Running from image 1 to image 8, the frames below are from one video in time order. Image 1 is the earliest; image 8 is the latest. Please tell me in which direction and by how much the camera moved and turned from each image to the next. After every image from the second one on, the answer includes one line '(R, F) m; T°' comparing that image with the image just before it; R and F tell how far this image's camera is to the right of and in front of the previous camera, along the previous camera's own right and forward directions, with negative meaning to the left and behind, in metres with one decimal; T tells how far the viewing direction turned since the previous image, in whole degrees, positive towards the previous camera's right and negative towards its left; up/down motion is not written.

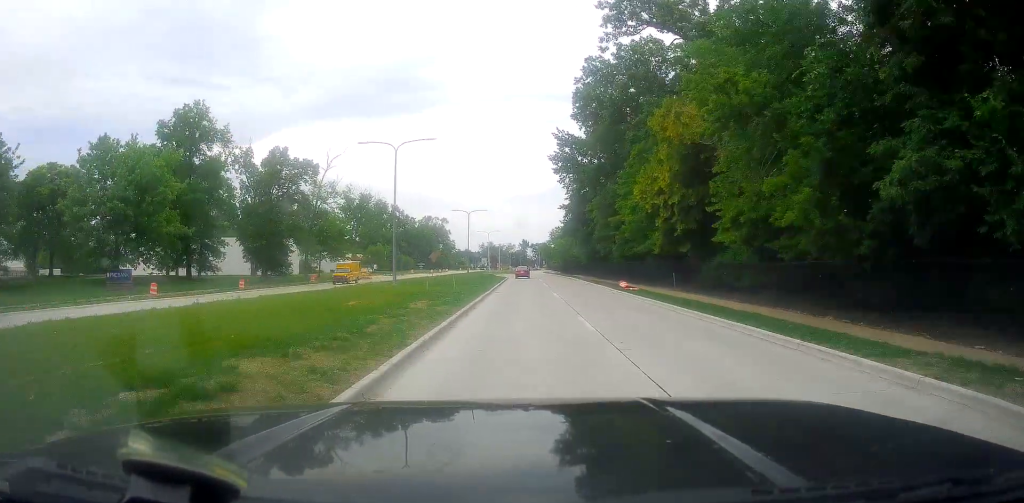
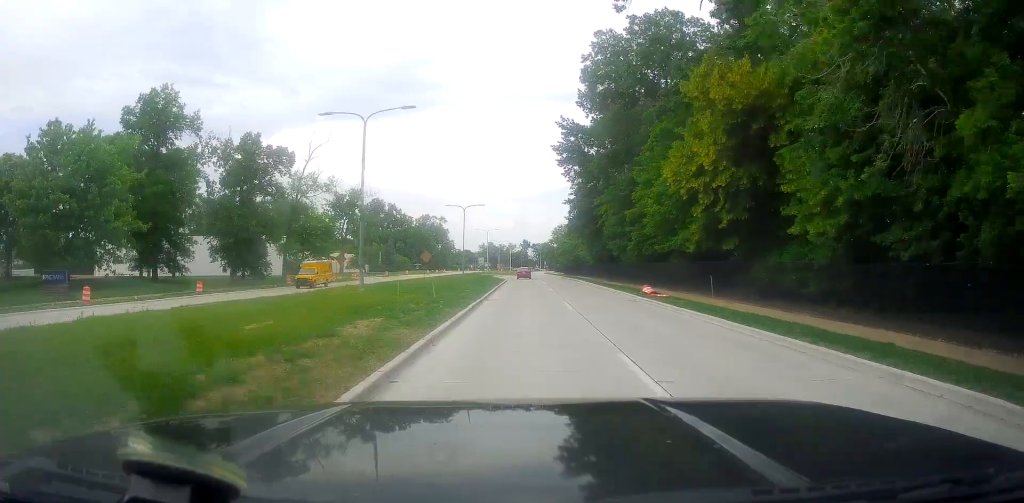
(+0.2, +7.1) m; +1°
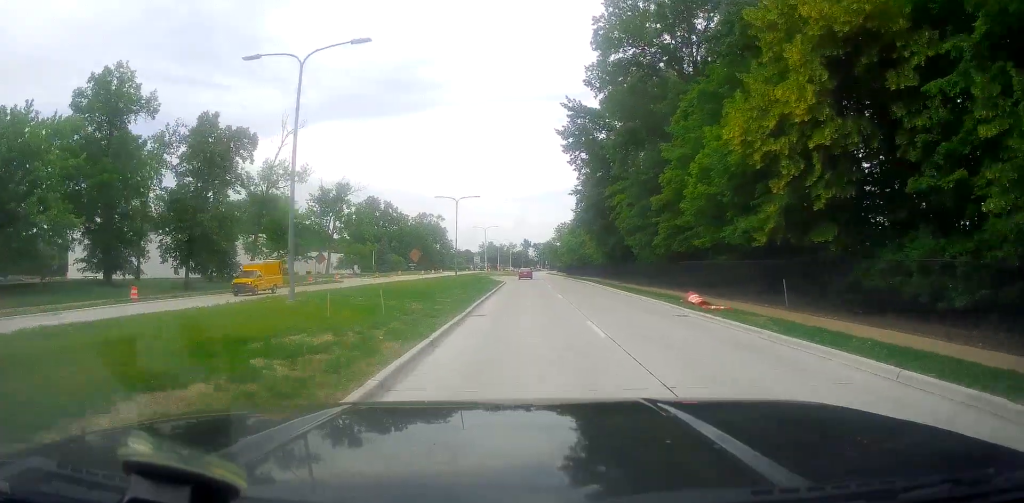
(-0.1, +8.7) m; -1°
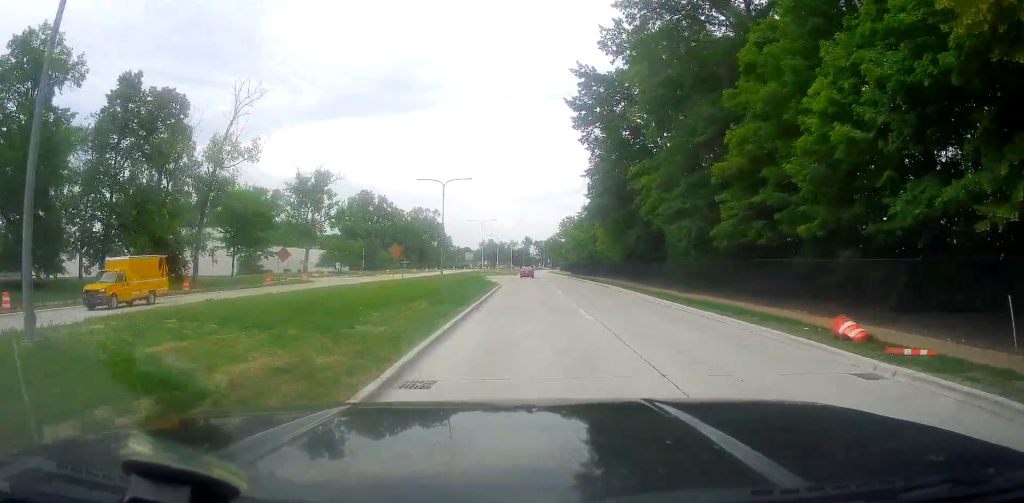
(-0.1, +11.5) m; -1°
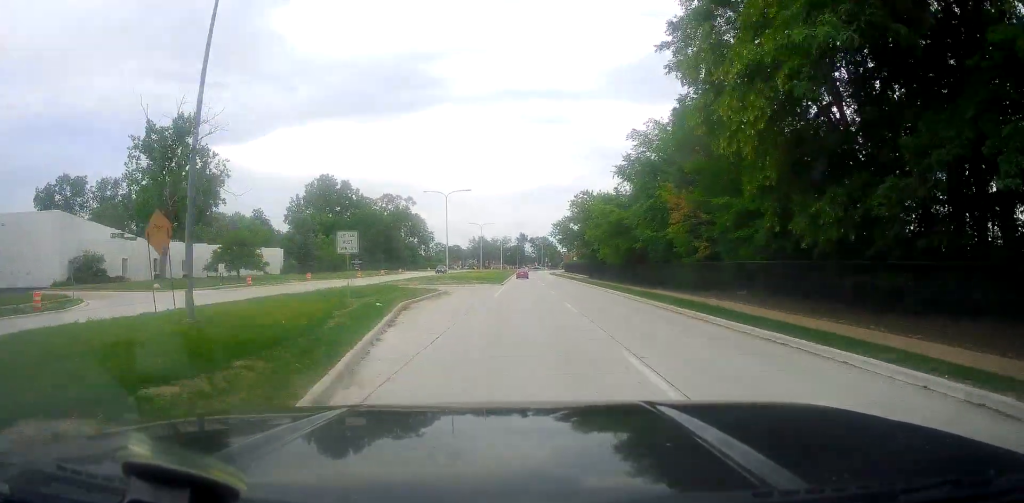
(+0.8, +41.2) m; +1°
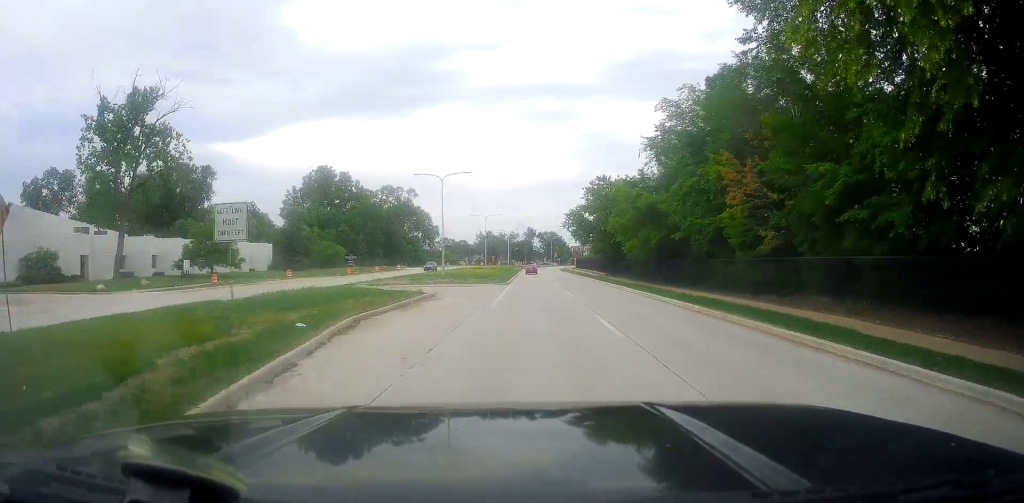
(-0.3, +9.5) m; -1°
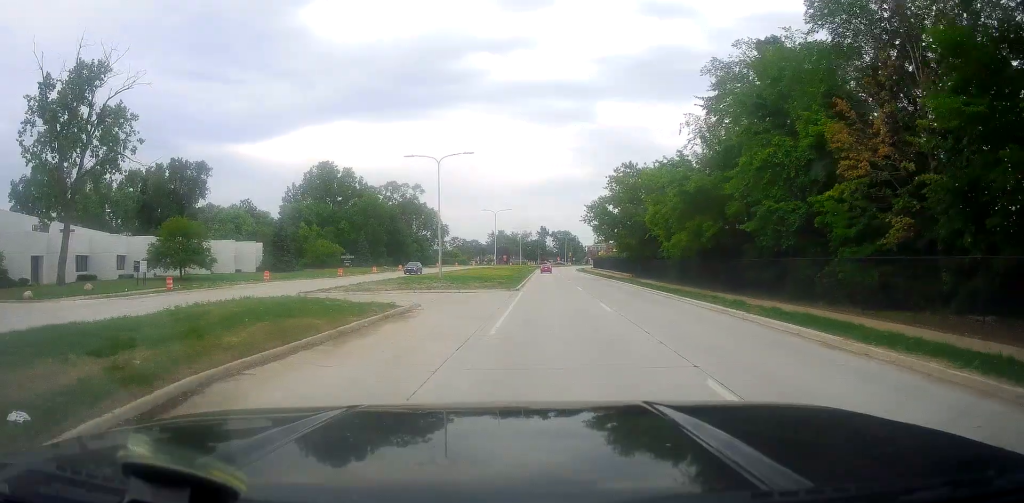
(-0.1, +10.3) m; 0°
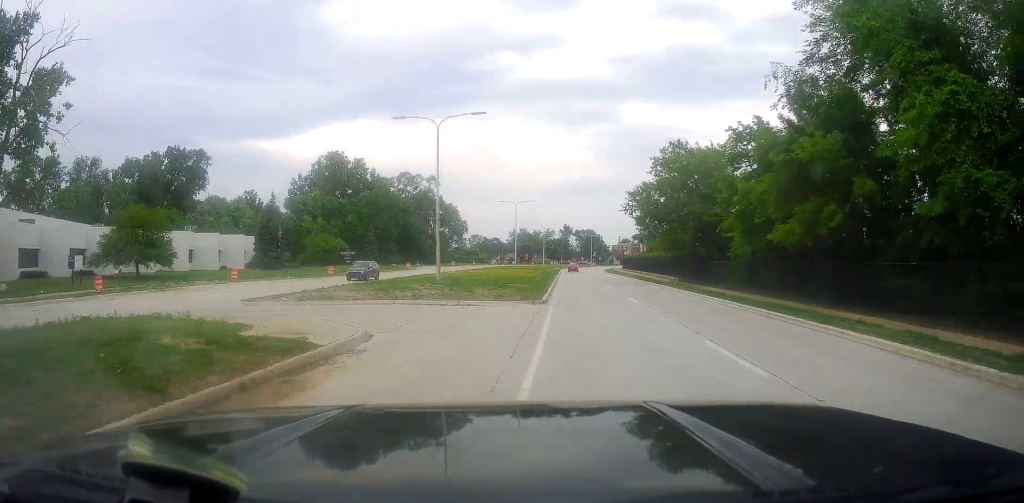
(+0.2, +11.6) m; -4°
